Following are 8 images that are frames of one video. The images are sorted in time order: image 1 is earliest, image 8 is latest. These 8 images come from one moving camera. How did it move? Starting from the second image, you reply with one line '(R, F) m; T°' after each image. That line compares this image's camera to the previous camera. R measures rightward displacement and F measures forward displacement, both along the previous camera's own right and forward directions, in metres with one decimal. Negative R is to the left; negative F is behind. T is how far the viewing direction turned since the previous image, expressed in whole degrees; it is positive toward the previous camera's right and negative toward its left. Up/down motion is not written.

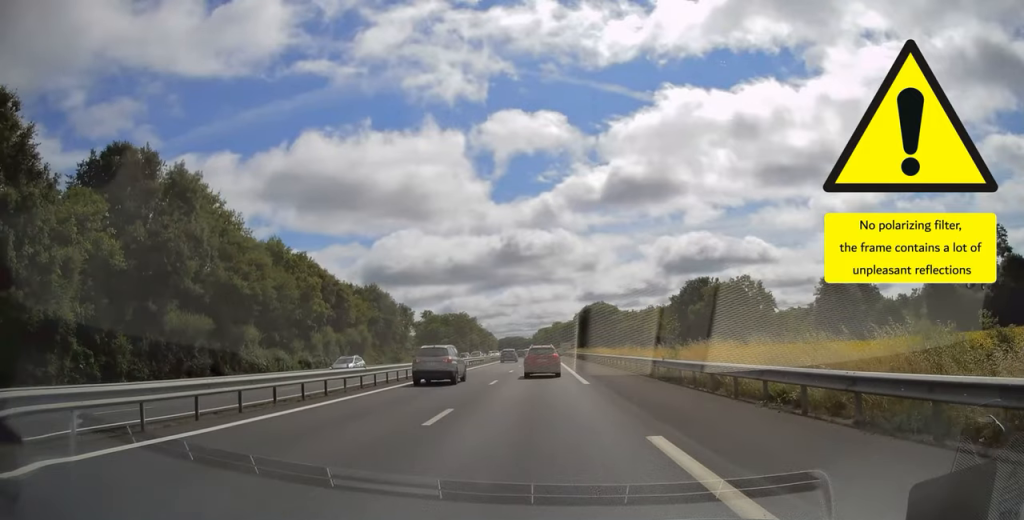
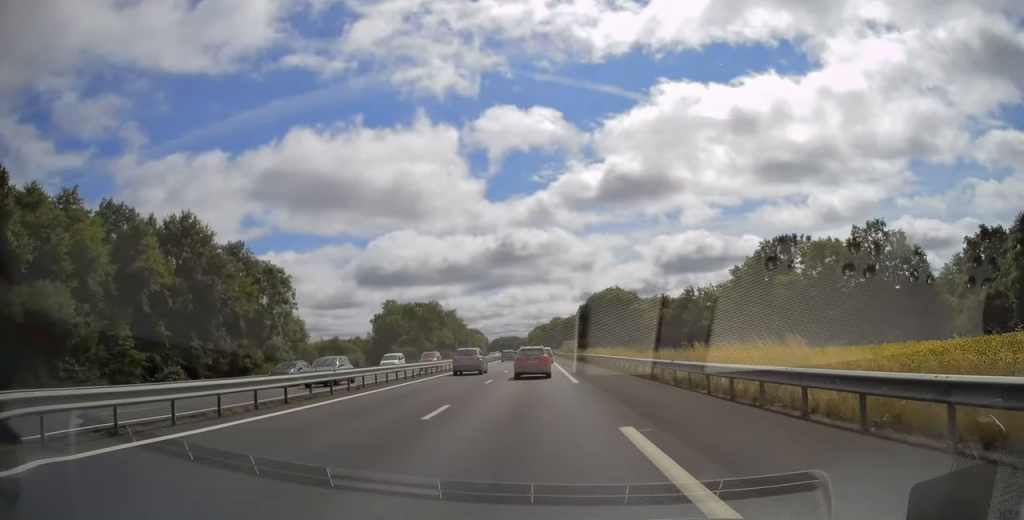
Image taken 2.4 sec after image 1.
(+0.5, +51.0) m; 0°
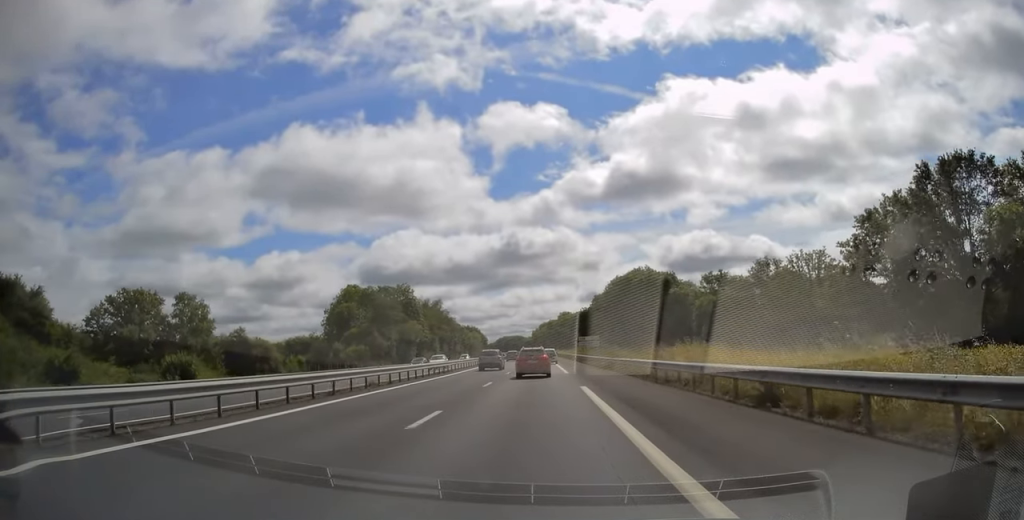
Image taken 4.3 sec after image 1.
(-0.2, +40.3) m; +1°
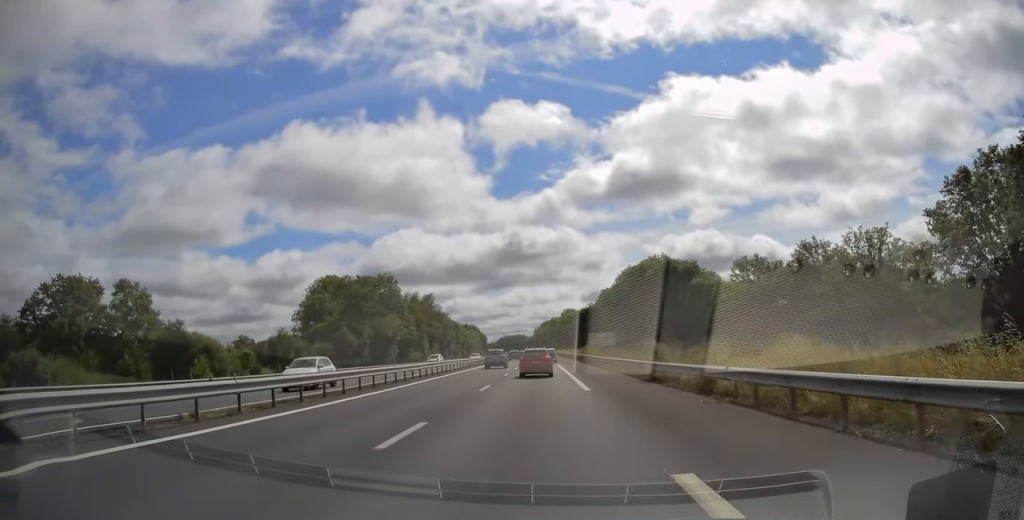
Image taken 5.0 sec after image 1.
(+0.1, +15.2) m; 0°
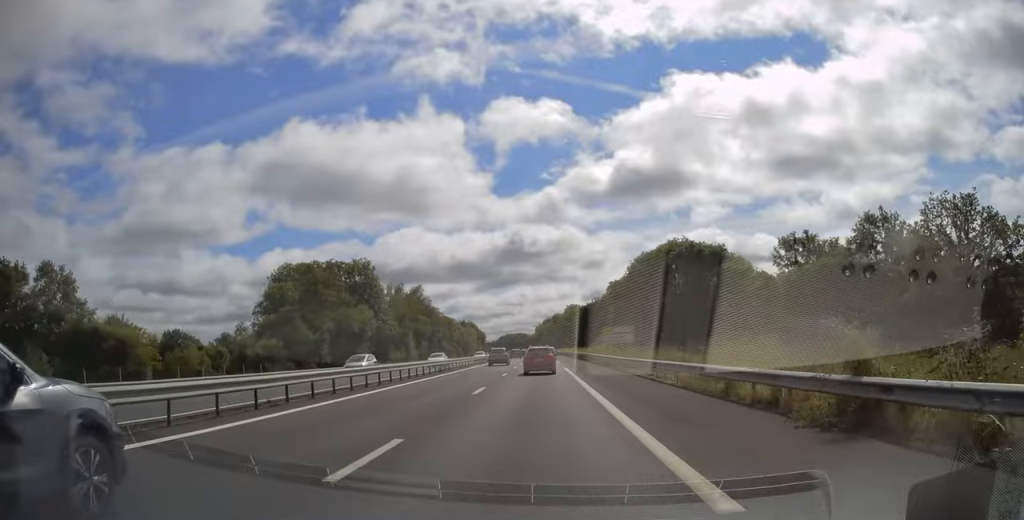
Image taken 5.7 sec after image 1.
(+0.3, +15.2) m; -1°
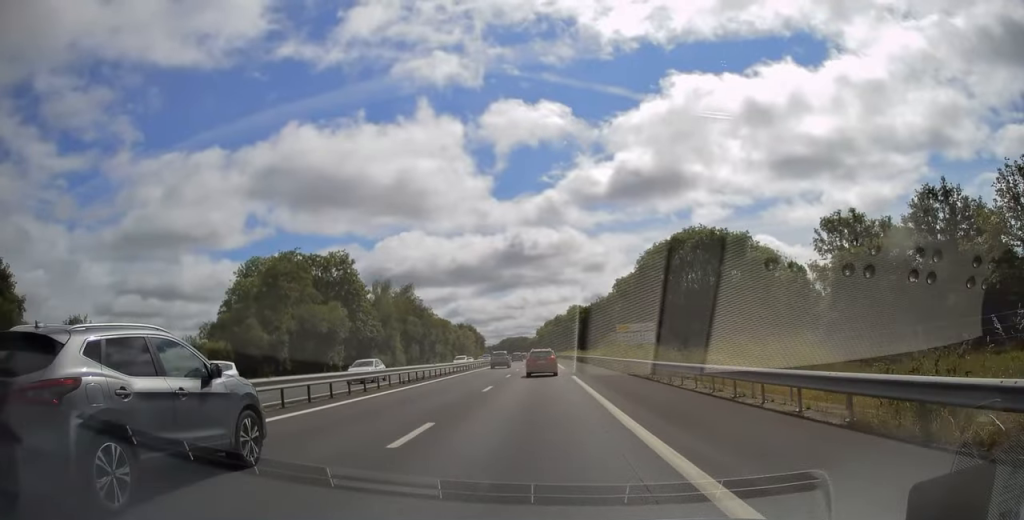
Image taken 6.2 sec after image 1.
(-0.5, +10.4) m; -1°
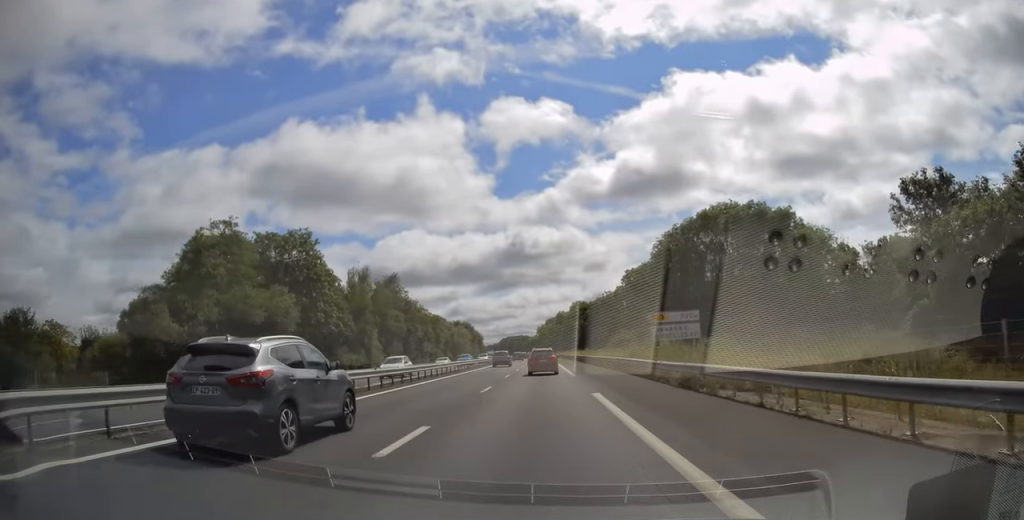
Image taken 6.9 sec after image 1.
(-0.2, +13.5) m; 0°
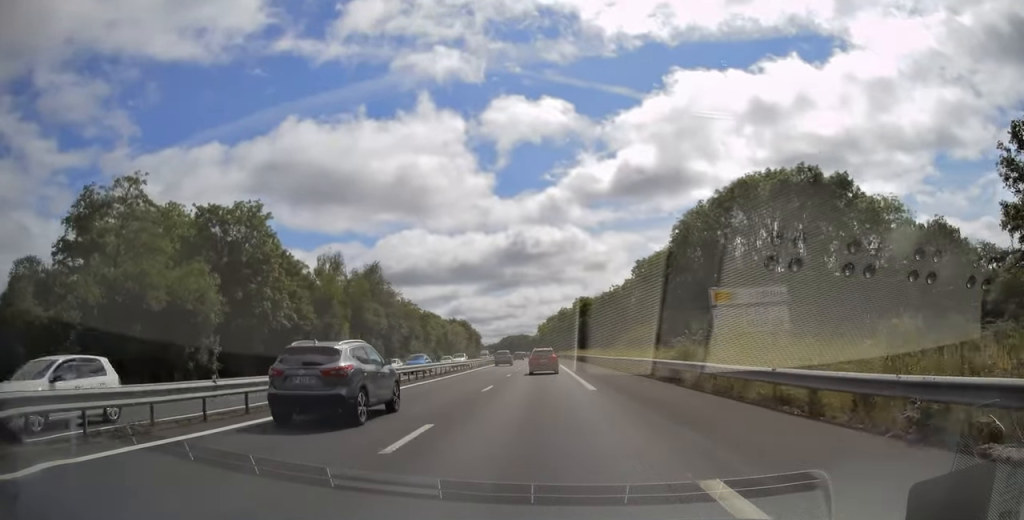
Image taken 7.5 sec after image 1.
(+0.2, +12.5) m; +1°
